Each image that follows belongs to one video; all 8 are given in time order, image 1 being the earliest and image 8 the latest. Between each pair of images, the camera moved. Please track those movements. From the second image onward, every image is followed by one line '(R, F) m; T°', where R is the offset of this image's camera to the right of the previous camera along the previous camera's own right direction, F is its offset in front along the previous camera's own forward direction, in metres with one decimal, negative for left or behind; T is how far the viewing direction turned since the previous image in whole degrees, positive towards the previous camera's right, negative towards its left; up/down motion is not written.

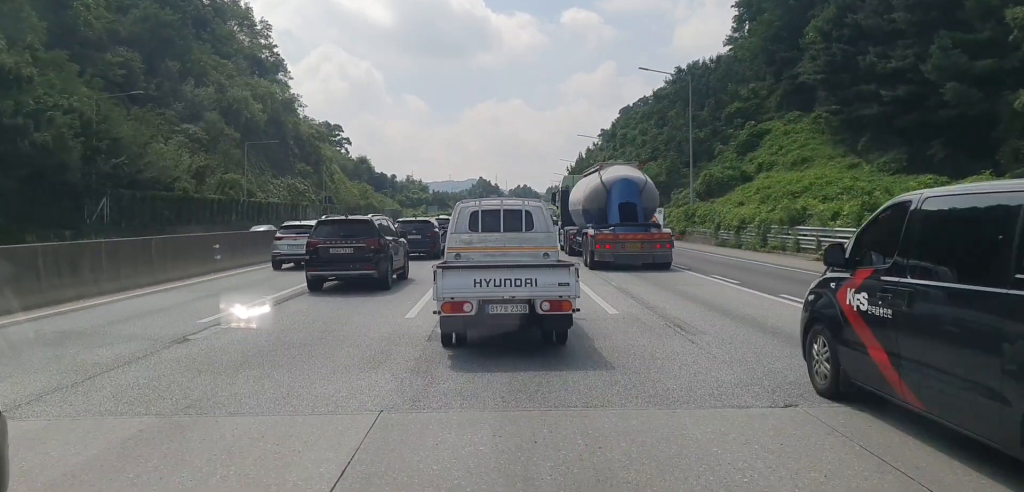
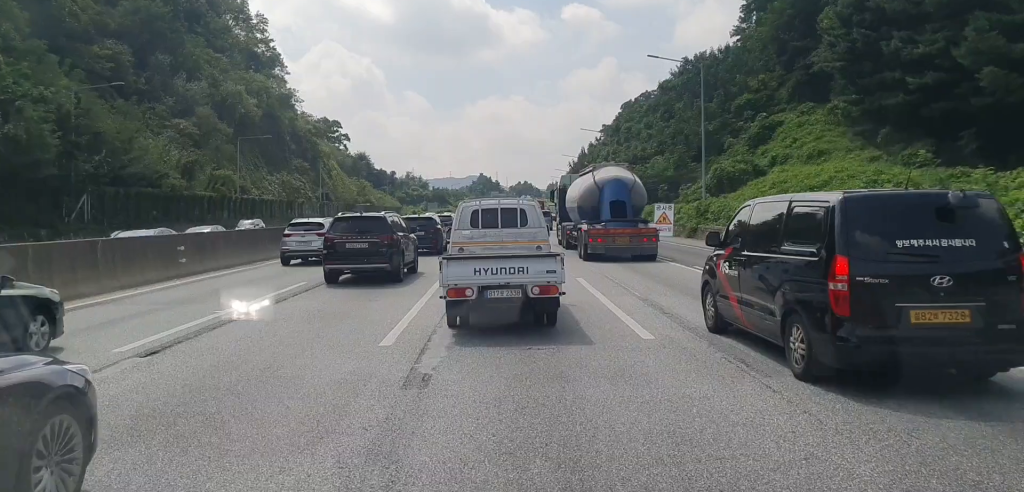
(0.0, +3.0) m; +2°
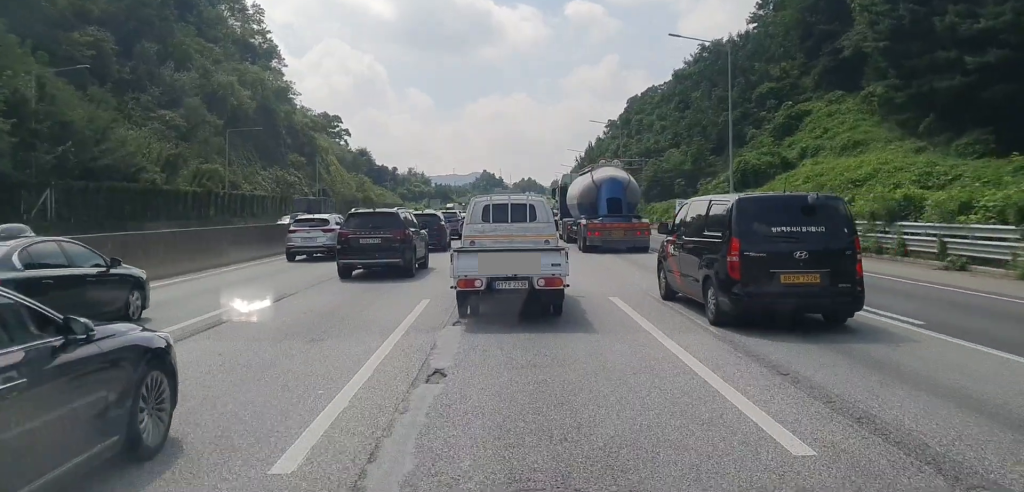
(+0.1, +4.8) m; +1°
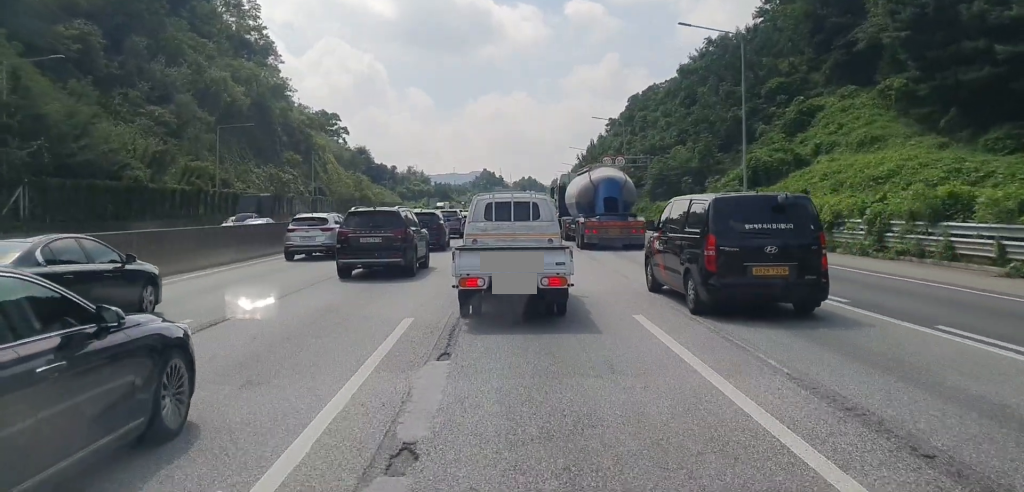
(0.0, +2.6) m; 0°
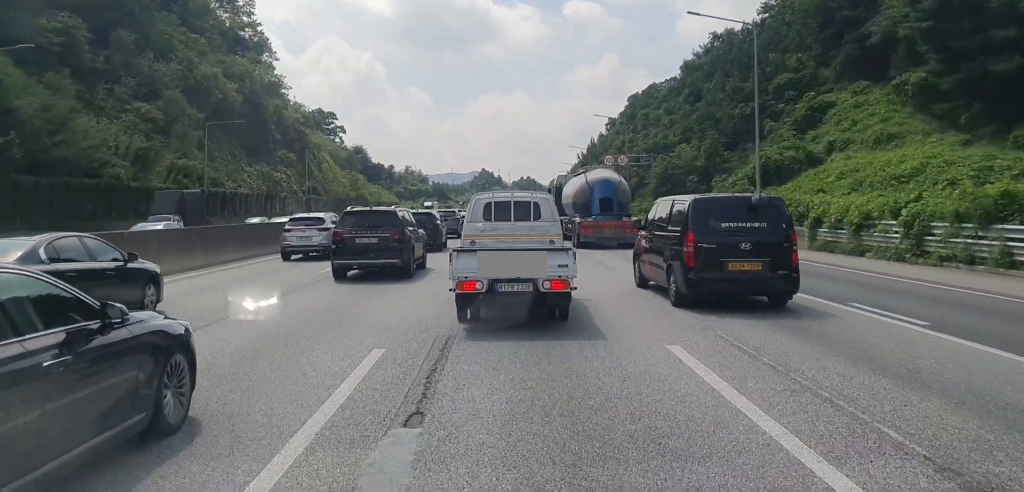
(0.0, +2.7) m; 0°
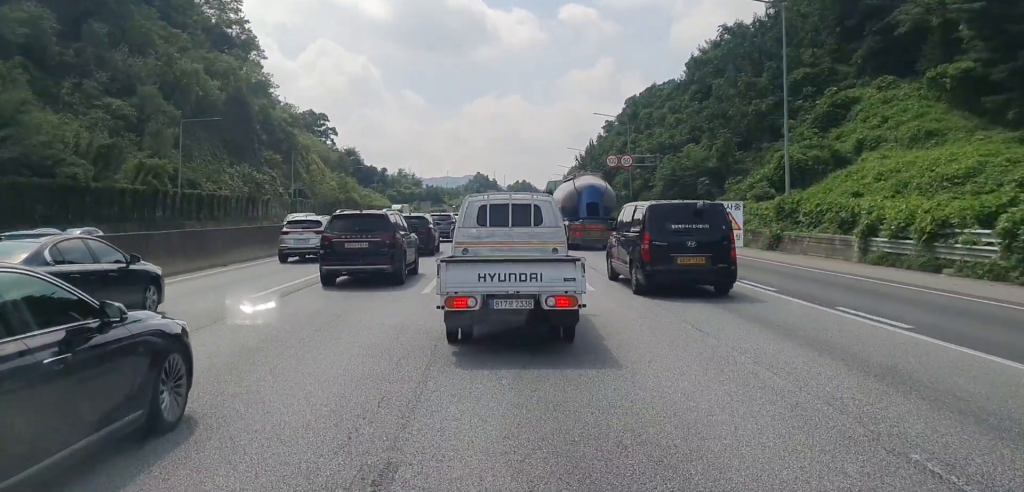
(0.0, +5.2) m; 0°
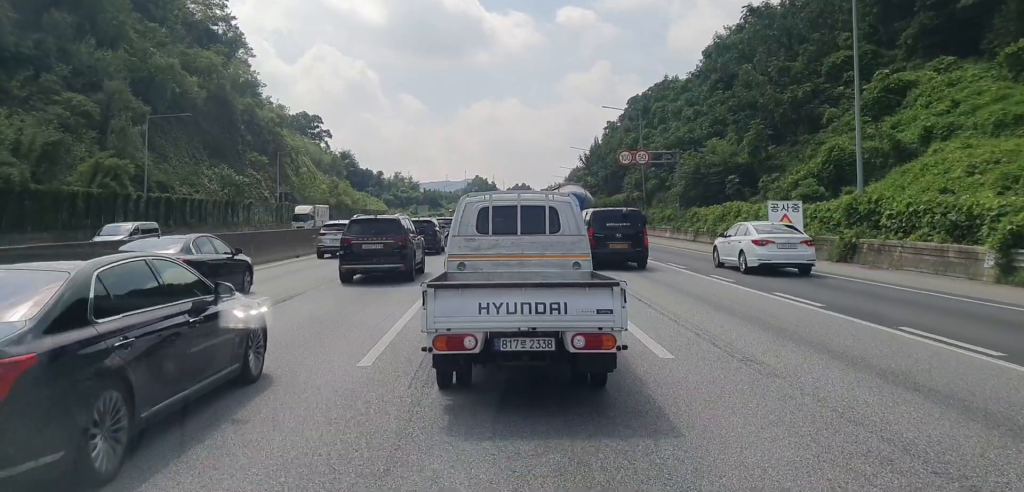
(+0.4, +8.1) m; 0°
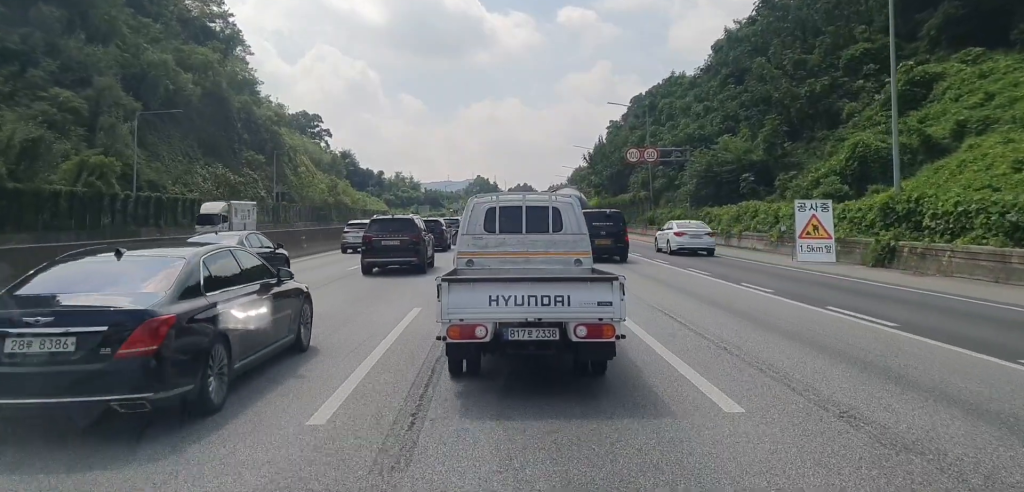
(-0.3, +2.6) m; 0°
